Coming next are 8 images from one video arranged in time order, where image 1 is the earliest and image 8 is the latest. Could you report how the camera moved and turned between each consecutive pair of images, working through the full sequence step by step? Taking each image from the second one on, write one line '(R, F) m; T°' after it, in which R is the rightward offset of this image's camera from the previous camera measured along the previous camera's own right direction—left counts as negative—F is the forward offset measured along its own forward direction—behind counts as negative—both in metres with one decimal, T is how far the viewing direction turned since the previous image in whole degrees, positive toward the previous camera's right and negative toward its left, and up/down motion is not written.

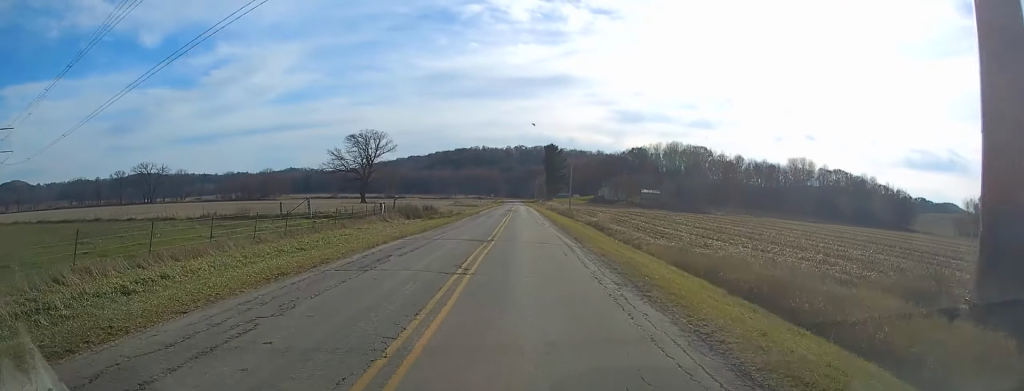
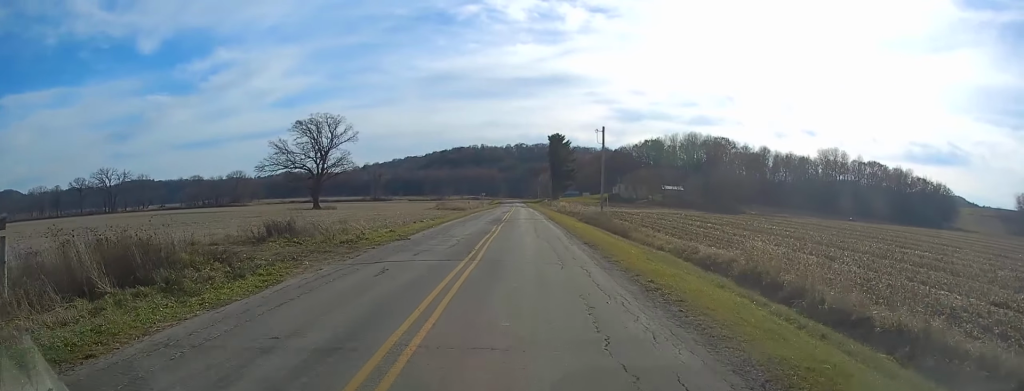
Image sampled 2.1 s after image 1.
(-0.3, +40.7) m; 0°
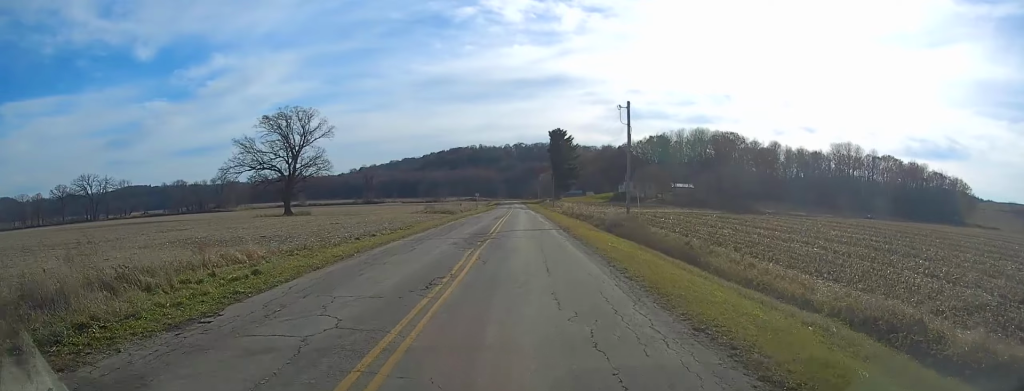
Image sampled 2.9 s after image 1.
(0.0, +16.3) m; +1°
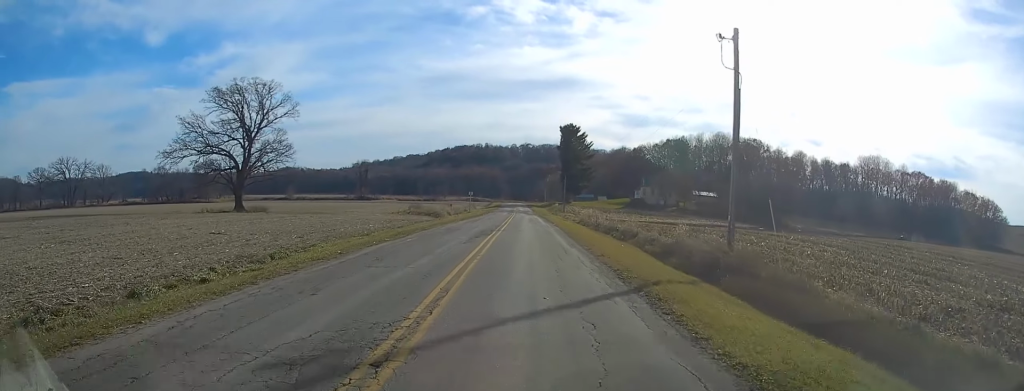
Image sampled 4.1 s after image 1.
(+0.6, +22.7) m; +1°
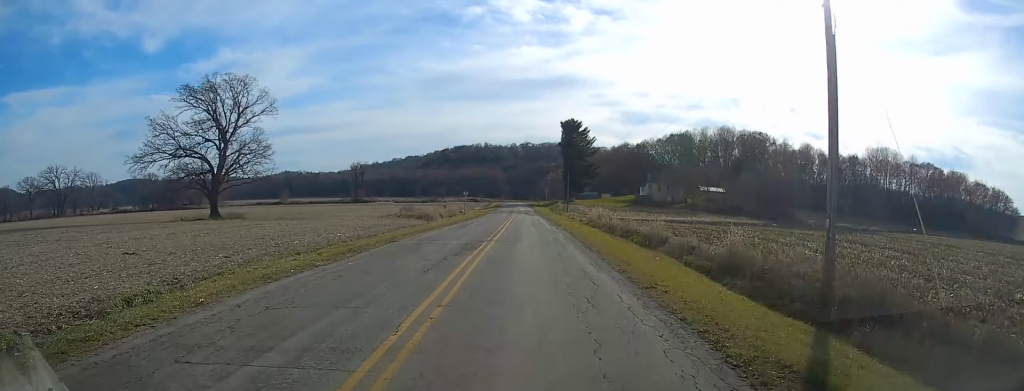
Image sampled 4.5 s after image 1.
(-0.1, +8.2) m; -1°
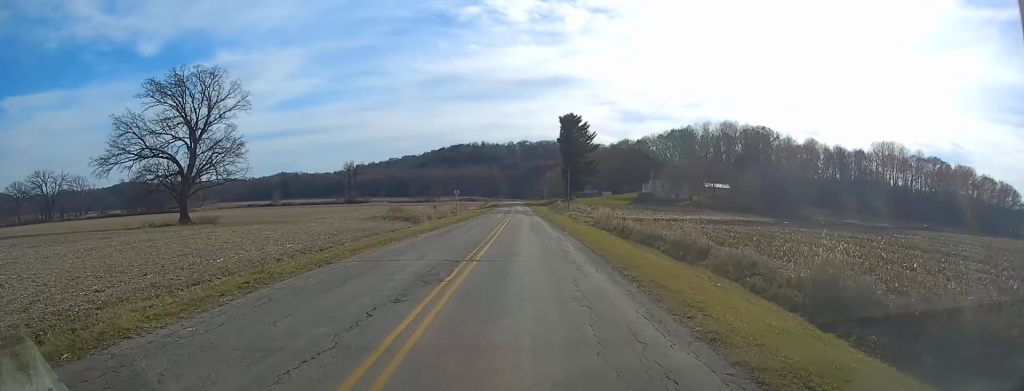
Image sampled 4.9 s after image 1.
(-0.2, +7.9) m; -1°
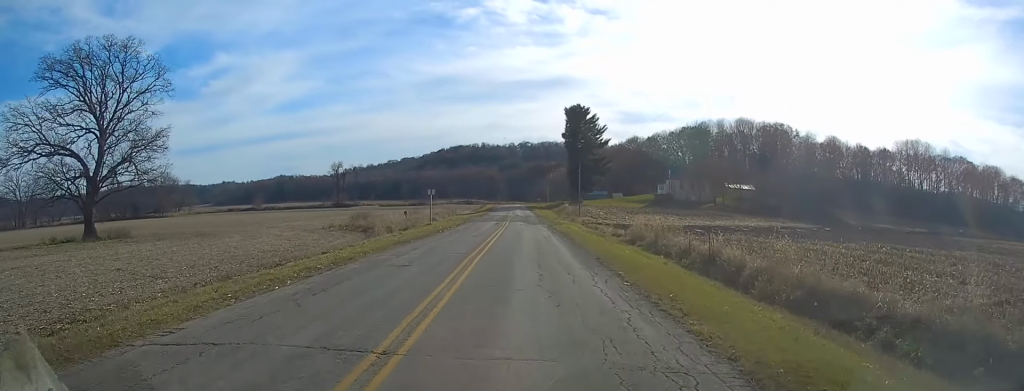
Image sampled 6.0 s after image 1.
(-0.2, +19.9) m; -1°
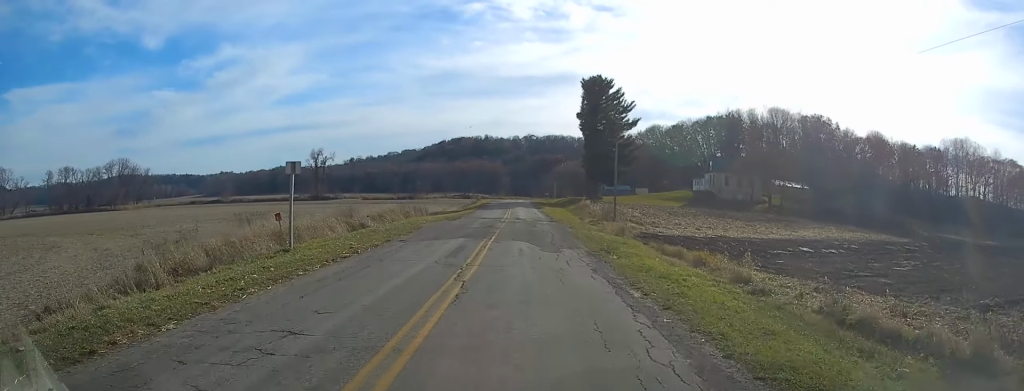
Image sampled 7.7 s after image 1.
(0.0, +31.8) m; 0°
